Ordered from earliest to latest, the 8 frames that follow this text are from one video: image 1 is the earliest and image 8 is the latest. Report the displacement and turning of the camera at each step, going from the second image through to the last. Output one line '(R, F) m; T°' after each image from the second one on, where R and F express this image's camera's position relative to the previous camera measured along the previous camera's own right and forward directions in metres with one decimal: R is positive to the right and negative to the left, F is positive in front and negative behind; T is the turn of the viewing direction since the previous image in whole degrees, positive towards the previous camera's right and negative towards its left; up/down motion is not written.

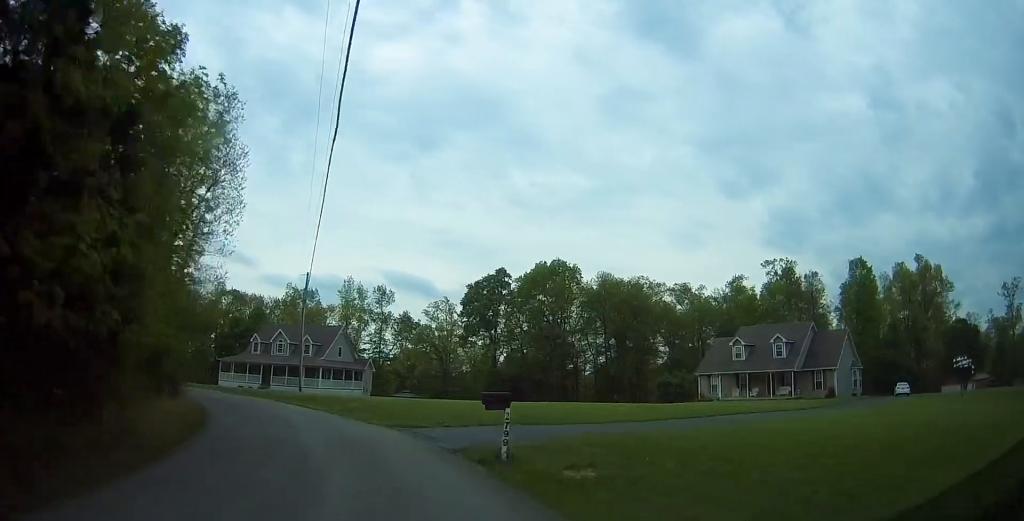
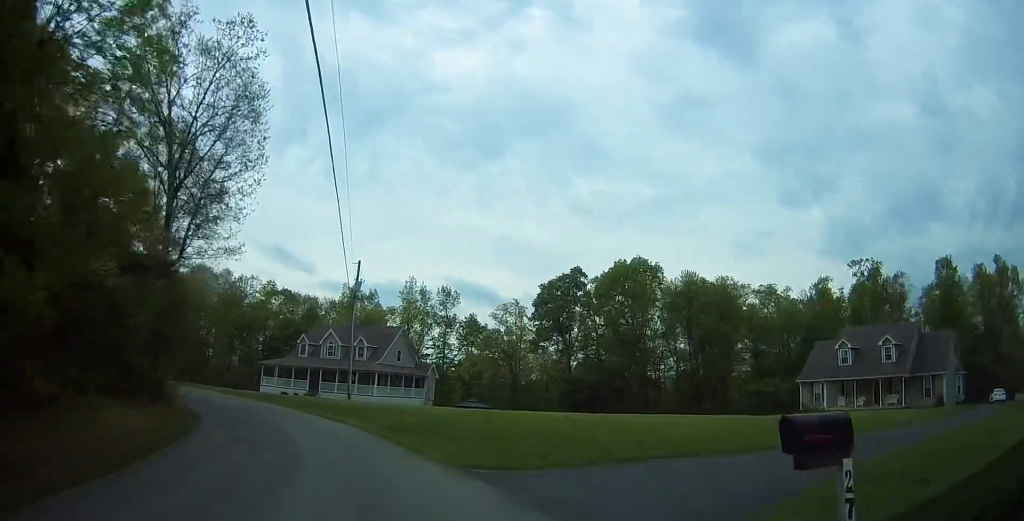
(-0.4, +8.2) m; -5°
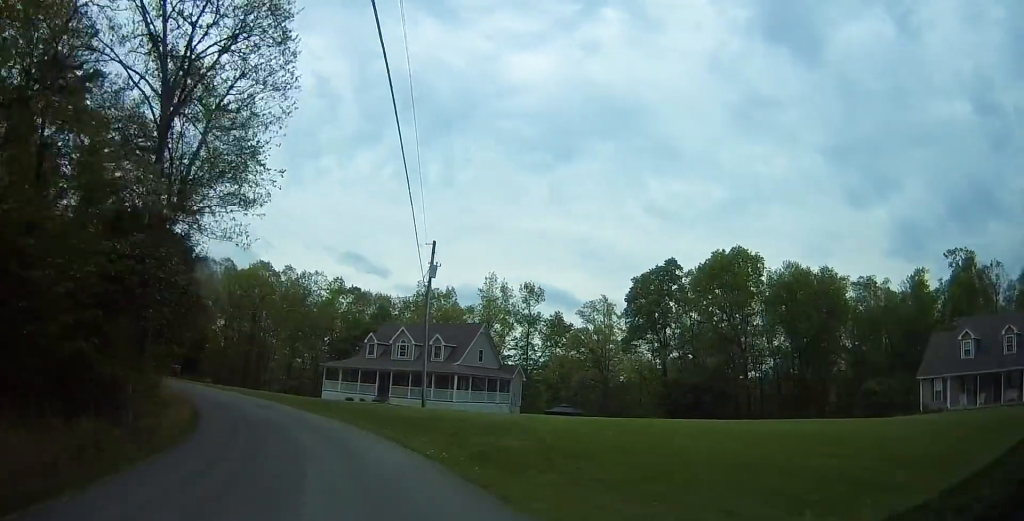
(-0.2, +7.8) m; -4°
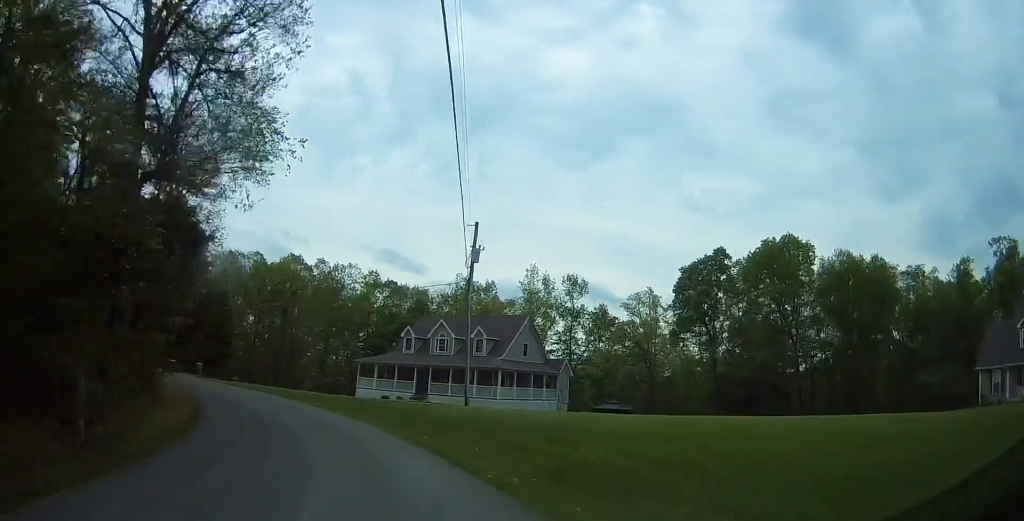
(-0.1, +3.8) m; -4°
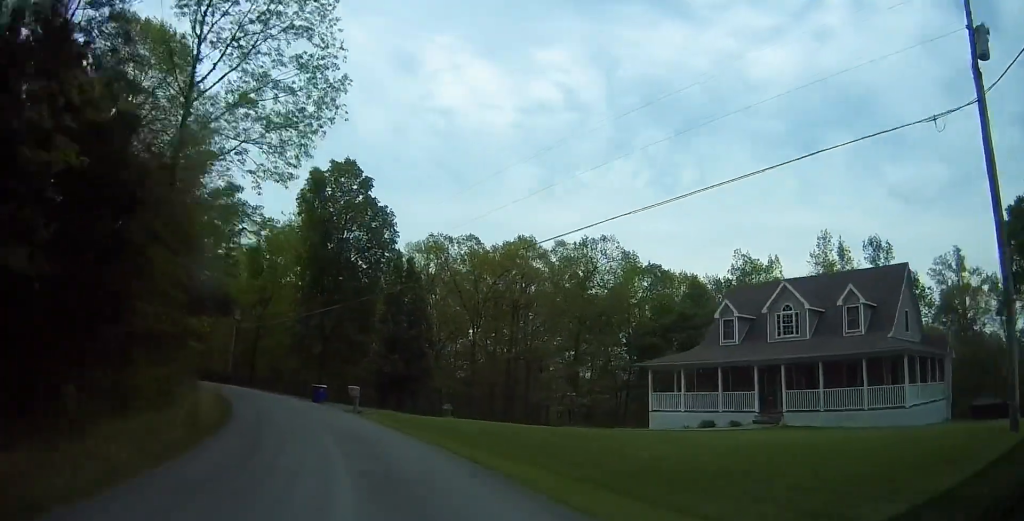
(-4.9, +25.0) m; -21°
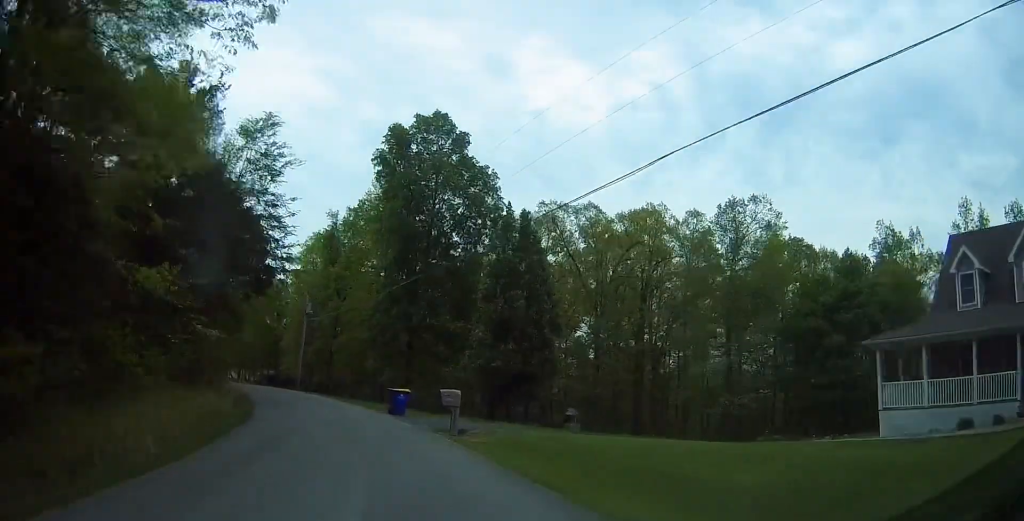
(-1.0, +12.9) m; -7°
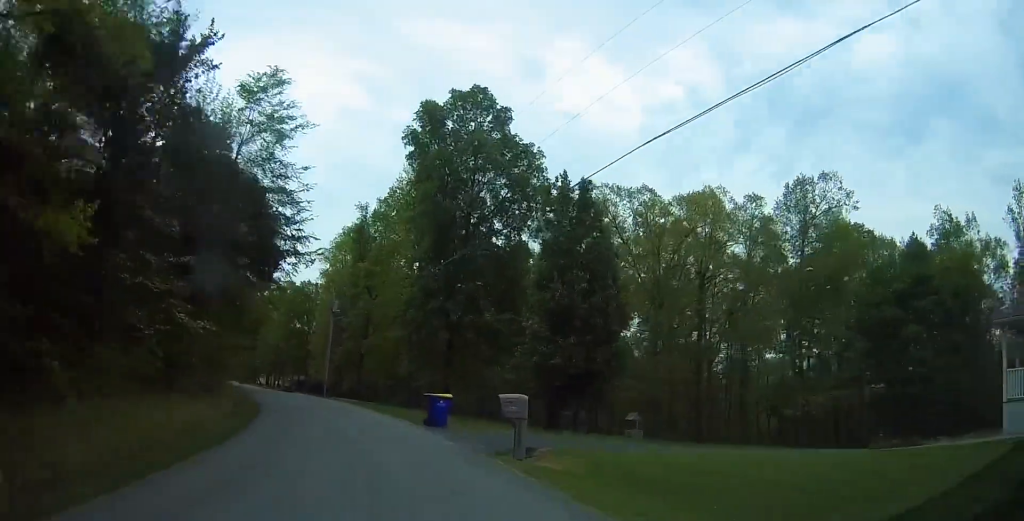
(0.0, +5.7) m; -3°
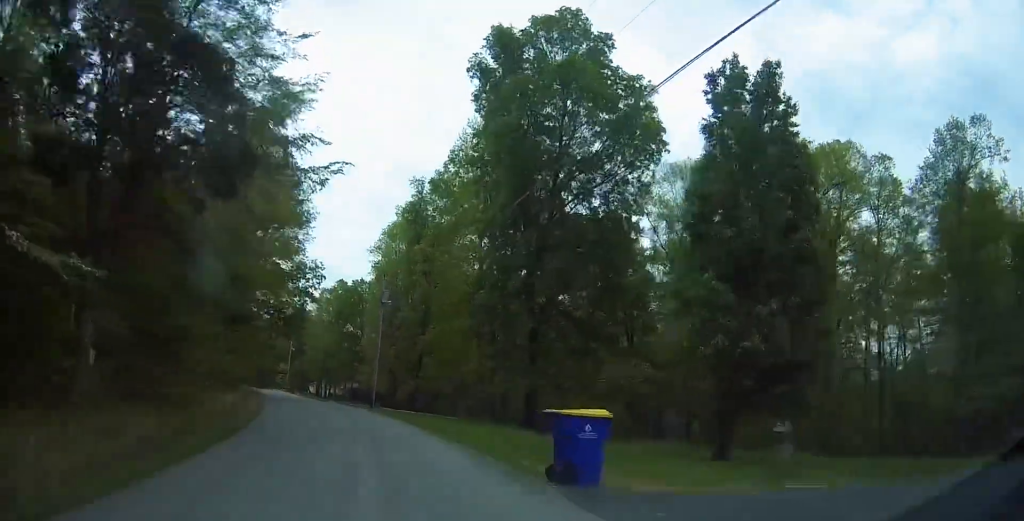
(-0.9, +11.8) m; -6°
